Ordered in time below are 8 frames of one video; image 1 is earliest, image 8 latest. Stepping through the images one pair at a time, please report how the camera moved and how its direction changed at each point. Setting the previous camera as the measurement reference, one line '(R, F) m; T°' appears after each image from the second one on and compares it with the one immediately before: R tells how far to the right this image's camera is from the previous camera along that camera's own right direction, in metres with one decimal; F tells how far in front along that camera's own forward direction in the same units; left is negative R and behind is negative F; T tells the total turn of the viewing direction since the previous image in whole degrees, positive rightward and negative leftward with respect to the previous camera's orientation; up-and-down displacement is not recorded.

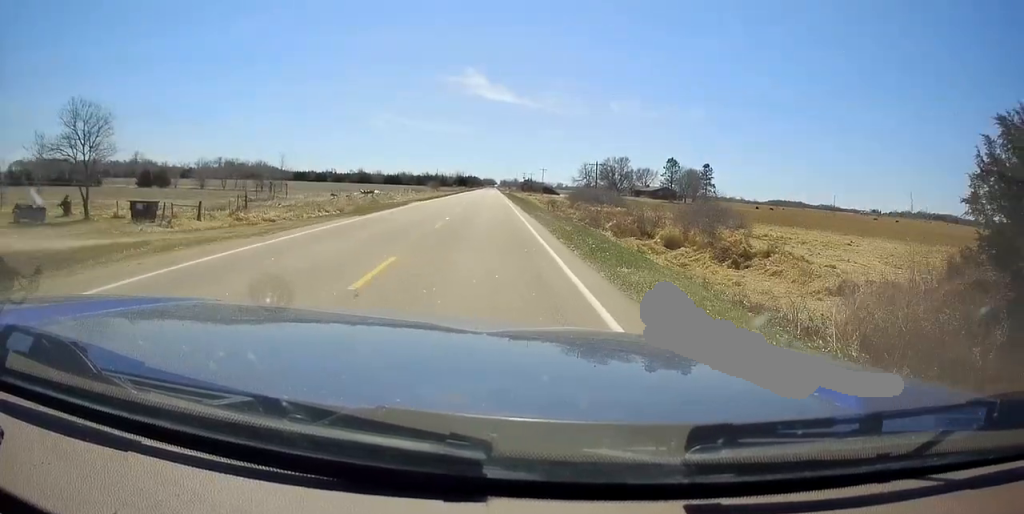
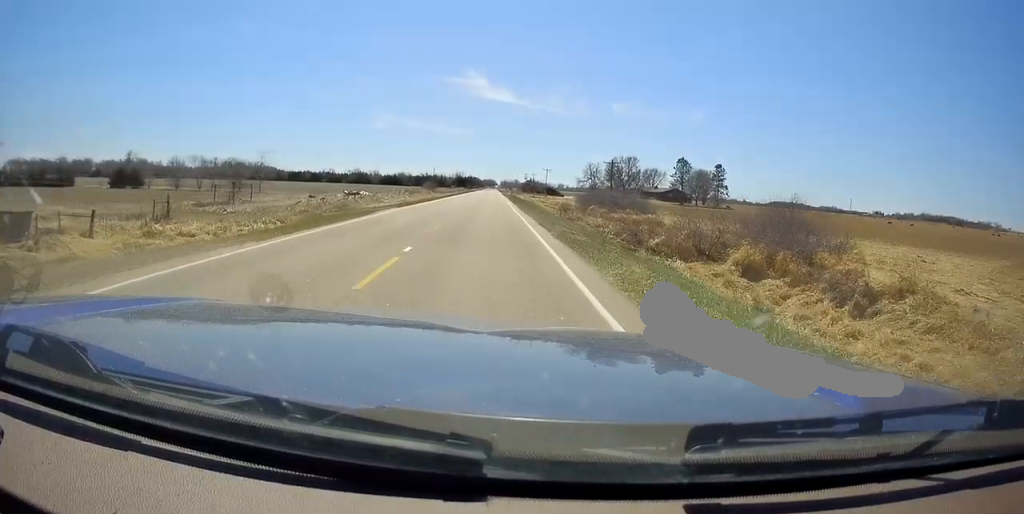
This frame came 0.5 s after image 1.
(-0.2, +11.9) m; 0°
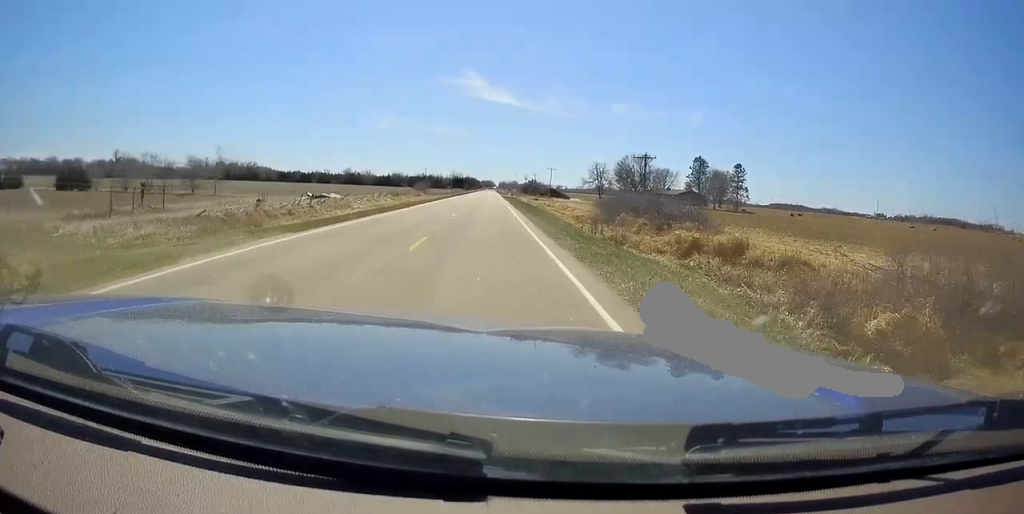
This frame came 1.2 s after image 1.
(0.0, +18.7) m; 0°
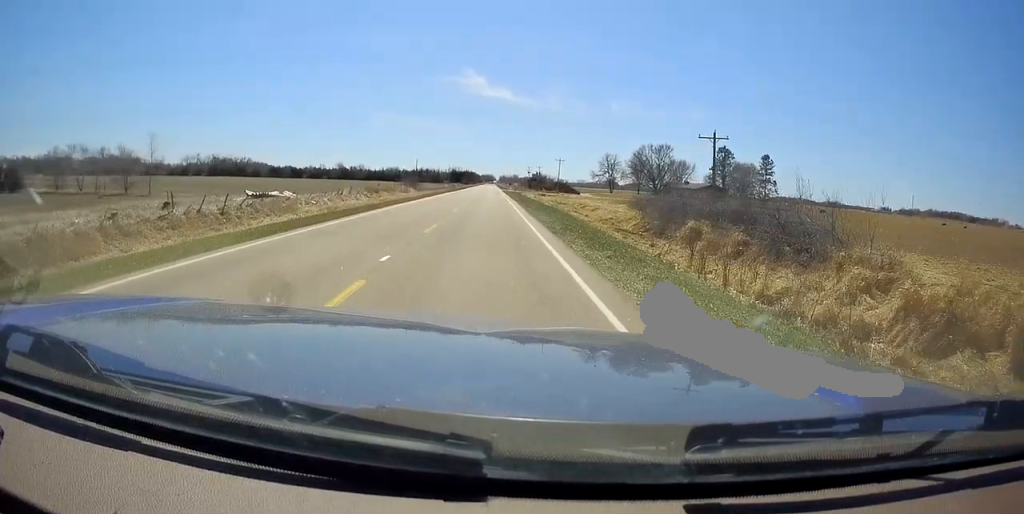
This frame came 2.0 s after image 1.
(+0.2, +19.9) m; -1°
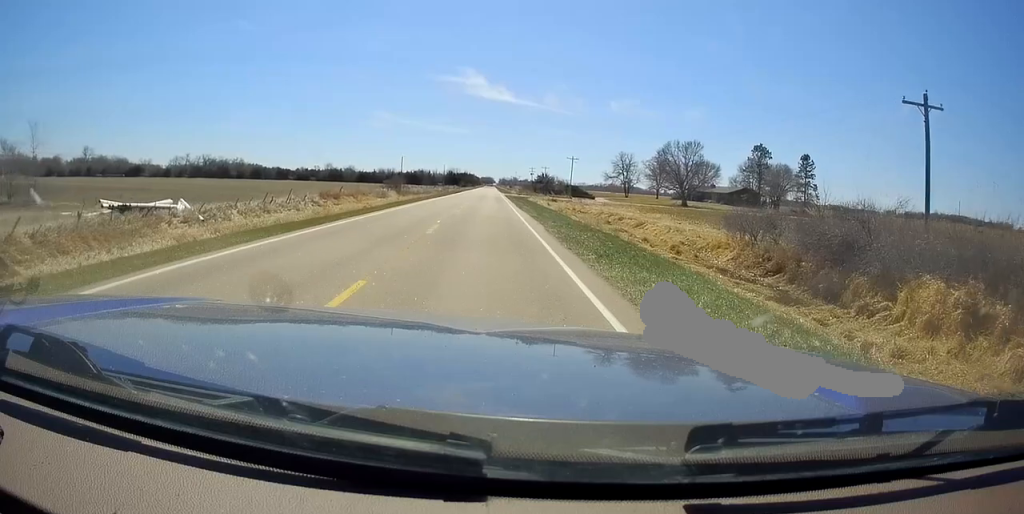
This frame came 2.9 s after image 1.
(-0.7, +23.3) m; 0°
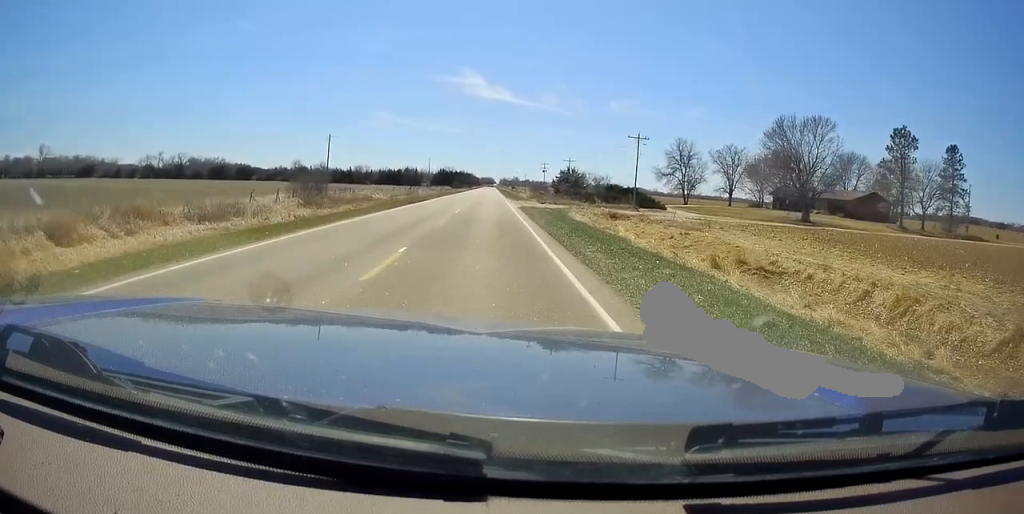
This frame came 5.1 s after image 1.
(+1.6, +54.9) m; +1°
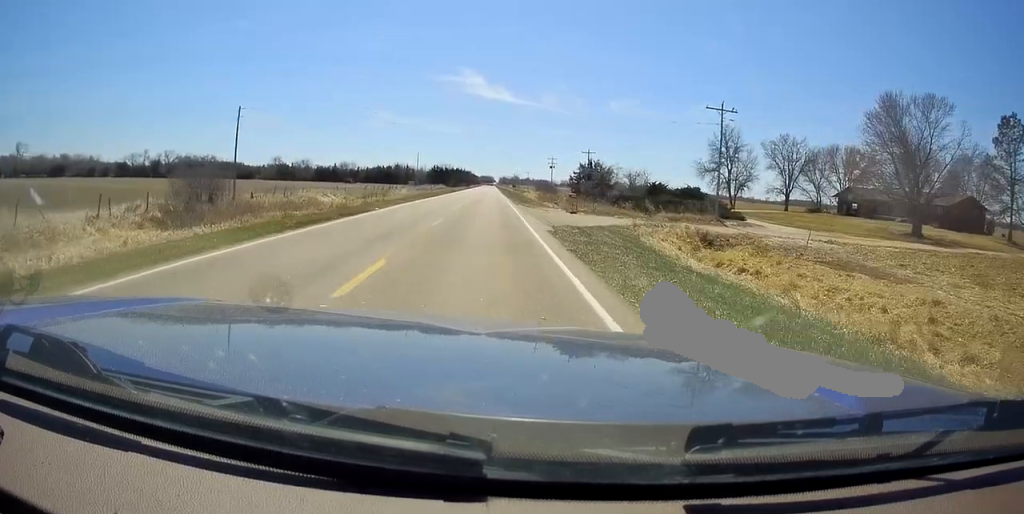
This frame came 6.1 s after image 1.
(-0.2, +25.1) m; -2°
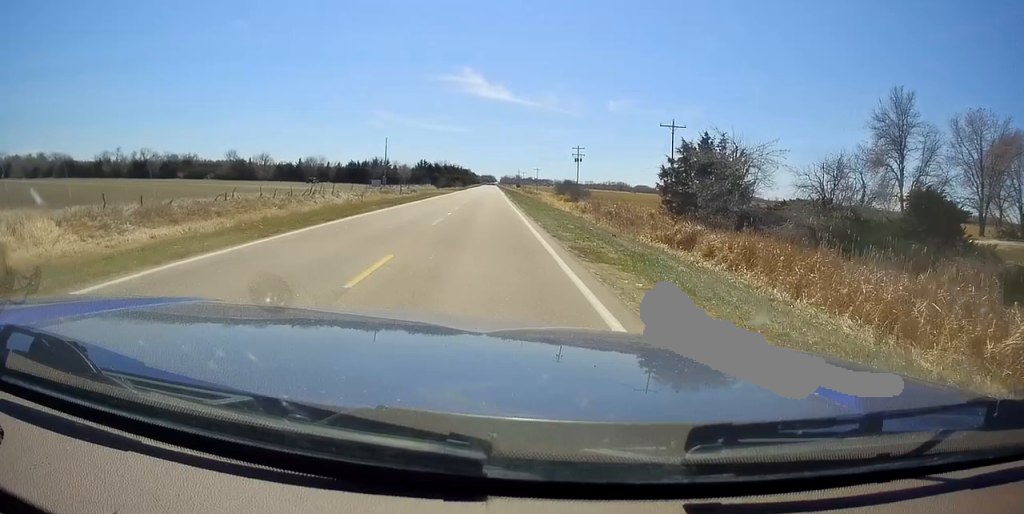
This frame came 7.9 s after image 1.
(+0.2, +45.9) m; +2°
